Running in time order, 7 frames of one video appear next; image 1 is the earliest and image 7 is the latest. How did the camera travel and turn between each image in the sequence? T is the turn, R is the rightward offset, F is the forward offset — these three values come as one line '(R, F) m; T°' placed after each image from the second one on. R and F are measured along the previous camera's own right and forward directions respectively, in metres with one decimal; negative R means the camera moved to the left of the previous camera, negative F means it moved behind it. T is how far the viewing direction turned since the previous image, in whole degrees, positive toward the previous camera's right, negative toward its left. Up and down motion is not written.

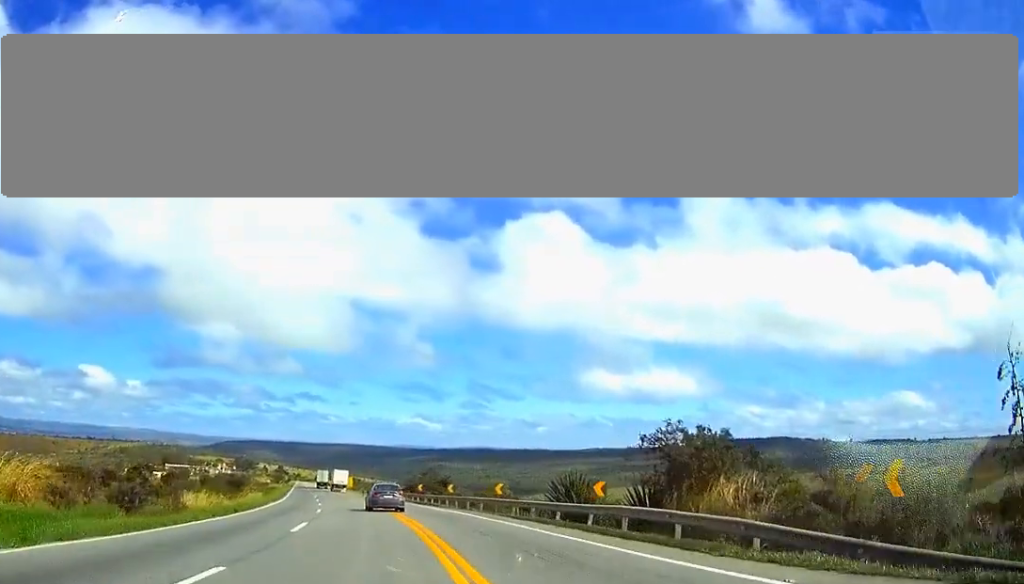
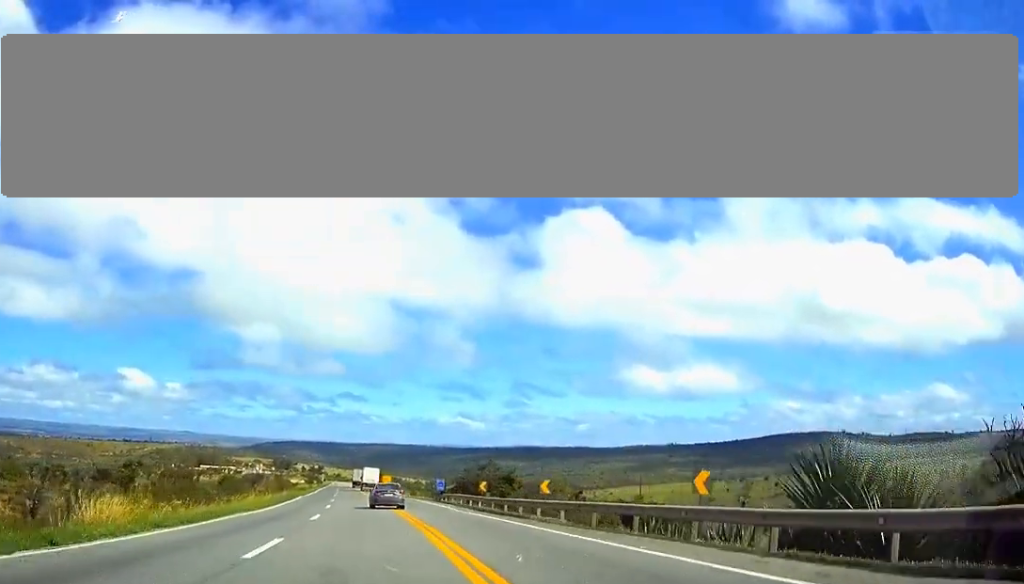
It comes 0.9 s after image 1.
(-1.2, +24.4) m; -4°
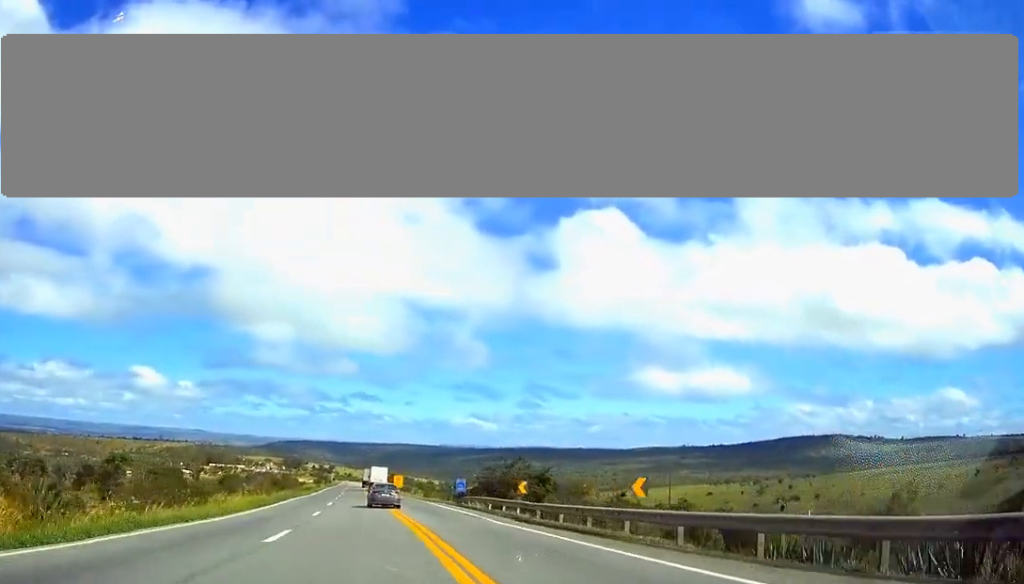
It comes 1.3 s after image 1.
(-0.3, +11.8) m; -1°
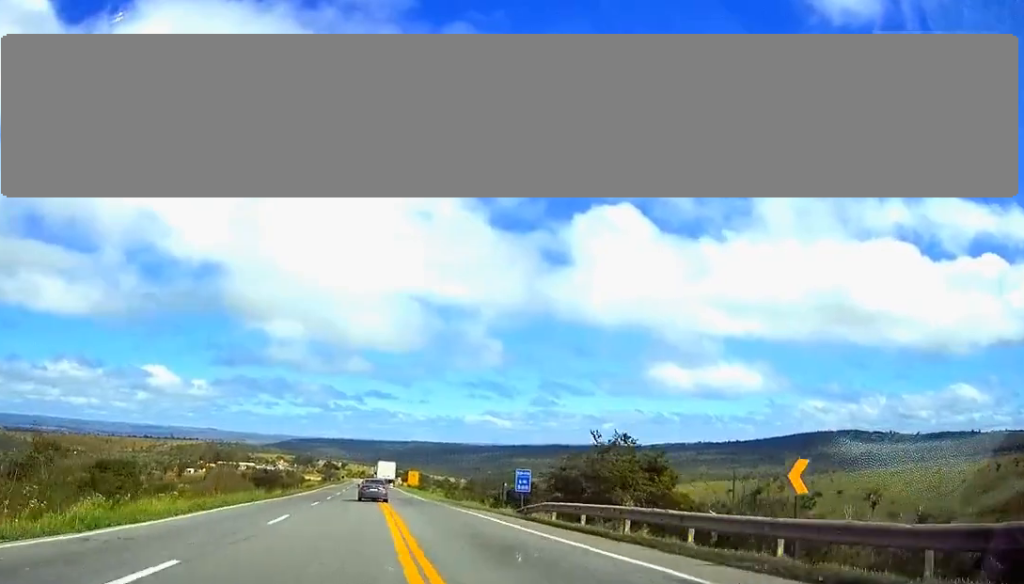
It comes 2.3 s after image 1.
(-0.3, +25.6) m; -1°
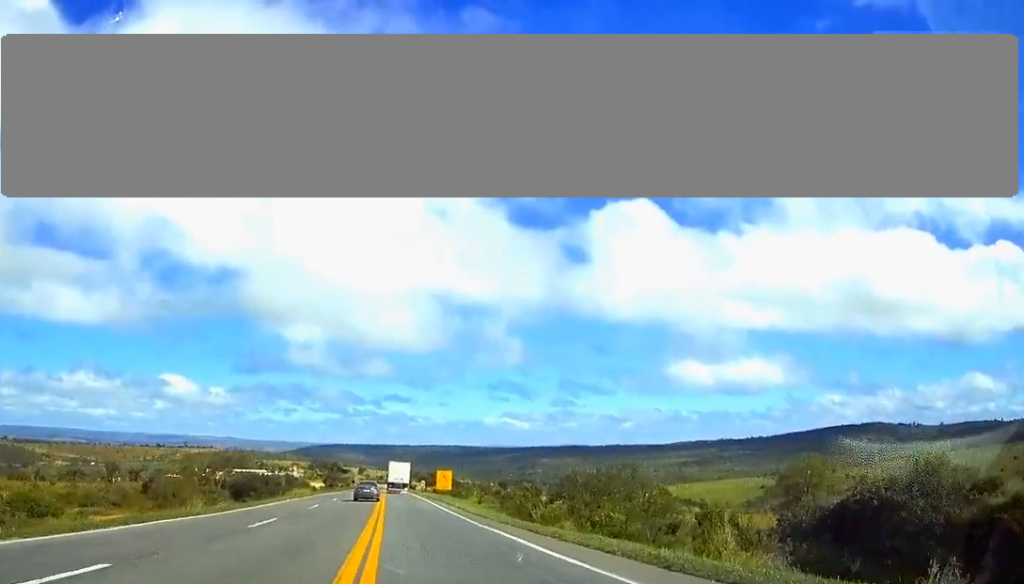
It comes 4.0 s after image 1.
(-0.8, +47.8) m; -2°
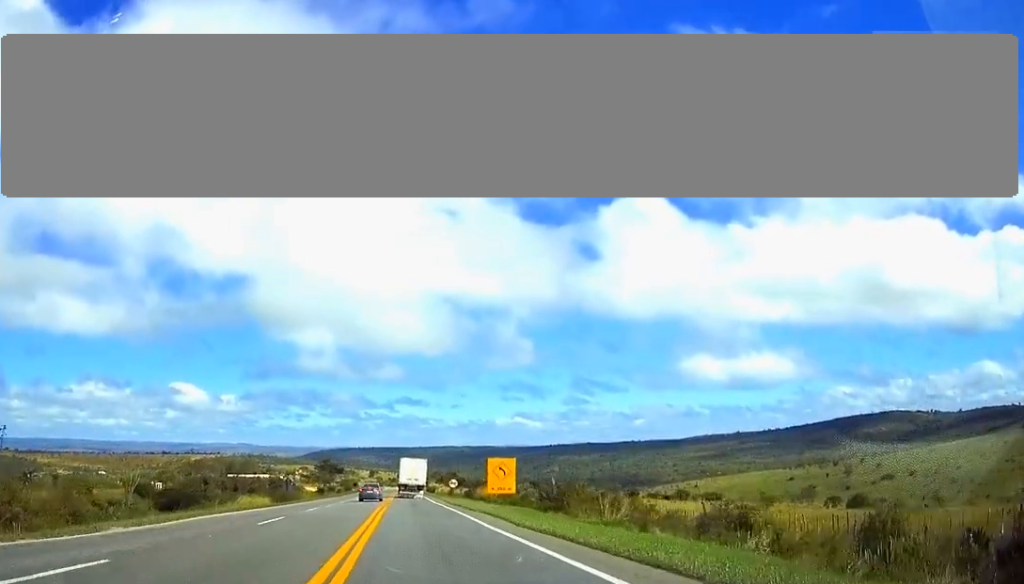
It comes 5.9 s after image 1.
(-0.4, +51.8) m; -1°
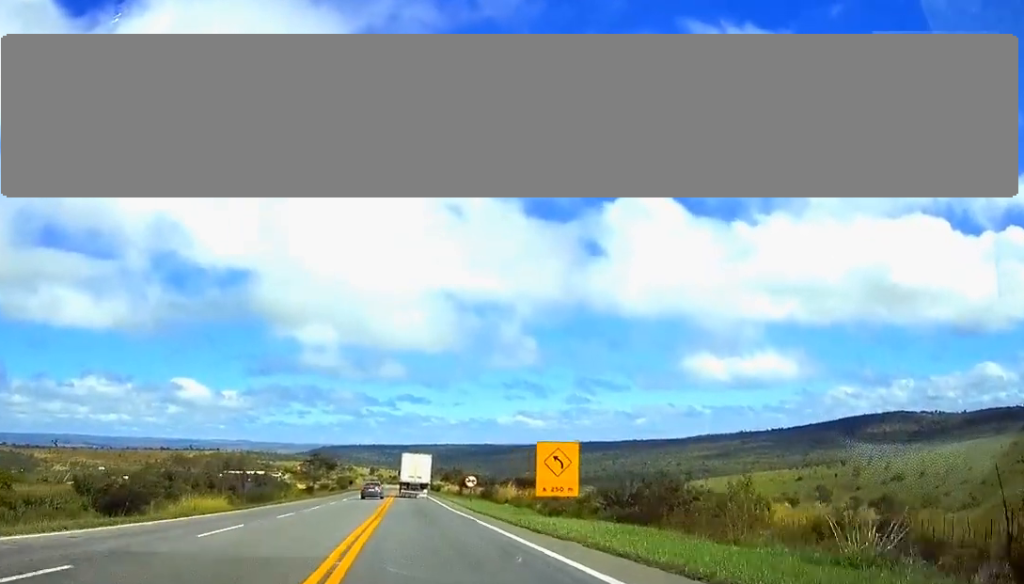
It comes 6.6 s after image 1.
(0.0, +20.2) m; 0°
